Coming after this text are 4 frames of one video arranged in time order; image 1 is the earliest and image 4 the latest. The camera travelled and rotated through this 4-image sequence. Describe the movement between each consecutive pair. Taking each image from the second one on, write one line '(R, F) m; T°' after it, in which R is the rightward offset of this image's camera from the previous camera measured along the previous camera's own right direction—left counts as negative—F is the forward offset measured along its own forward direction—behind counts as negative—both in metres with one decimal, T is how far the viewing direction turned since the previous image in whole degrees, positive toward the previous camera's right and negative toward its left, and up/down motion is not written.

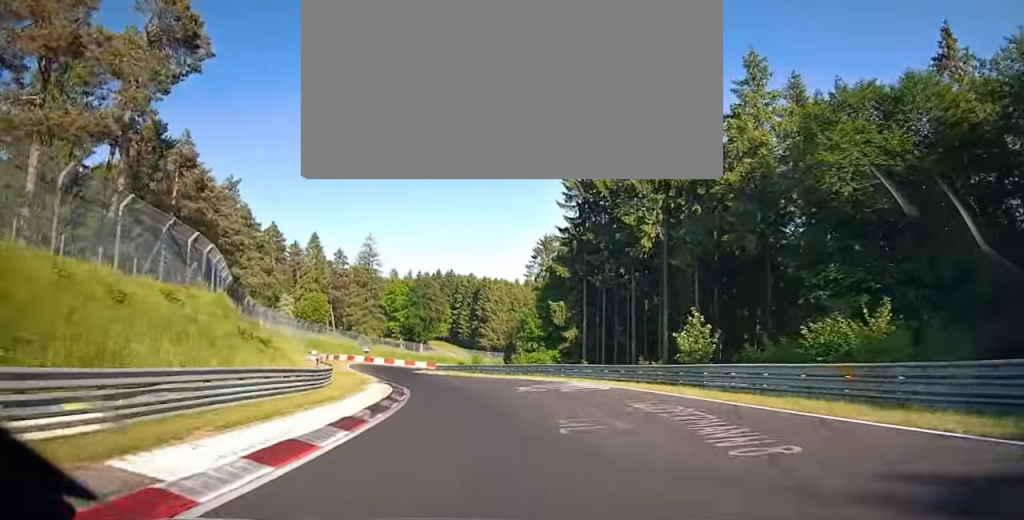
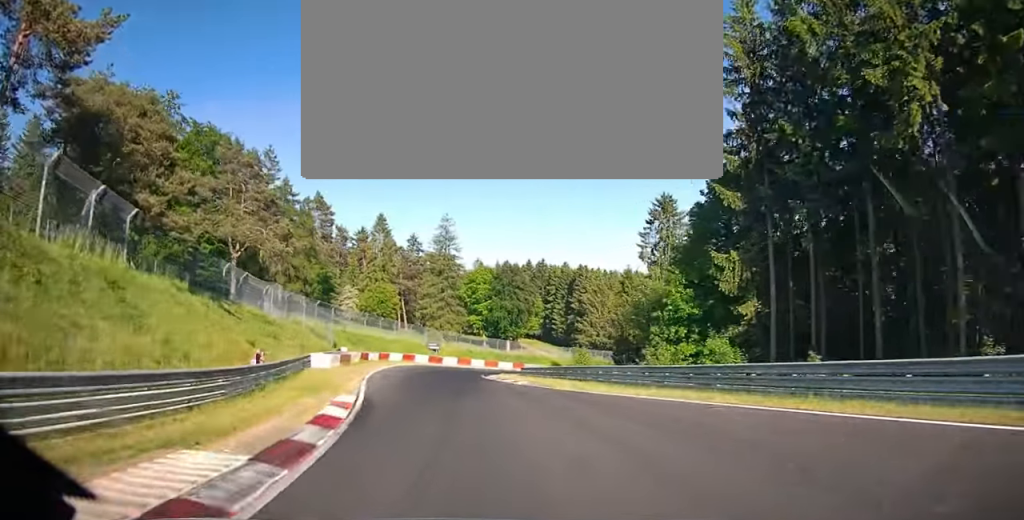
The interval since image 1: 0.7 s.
(-0.8, +21.9) m; -8°
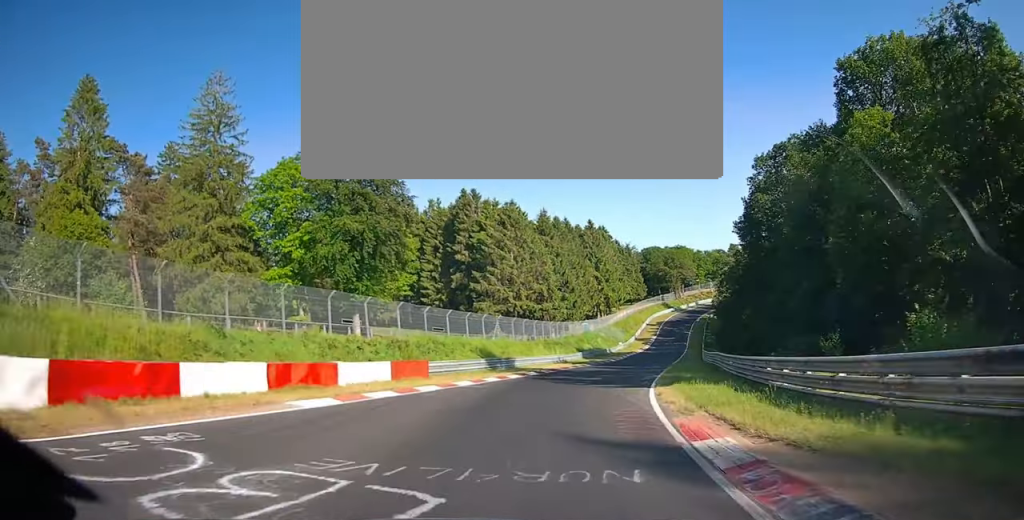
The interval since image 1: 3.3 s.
(-5.0, +73.2) m; +8°
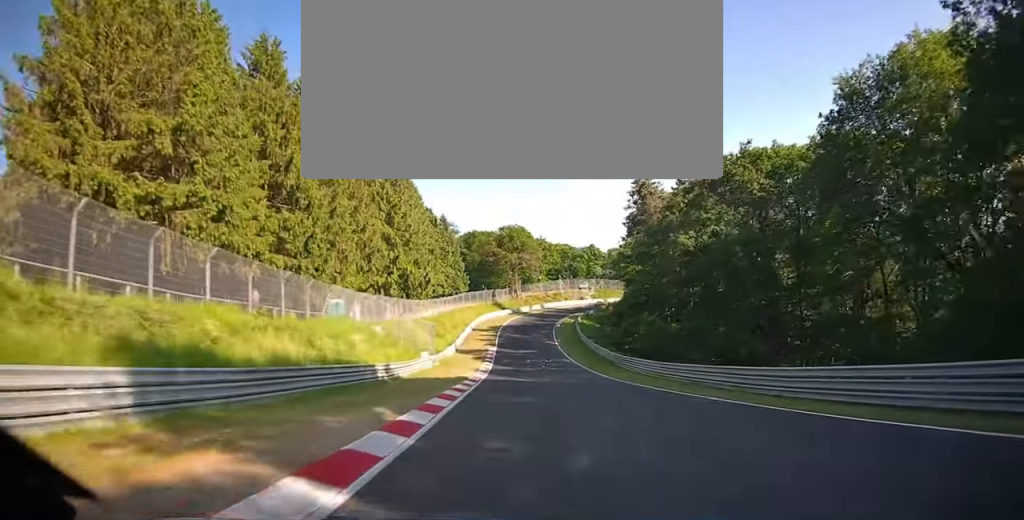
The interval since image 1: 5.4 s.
(+15.0, +64.5) m; +23°
